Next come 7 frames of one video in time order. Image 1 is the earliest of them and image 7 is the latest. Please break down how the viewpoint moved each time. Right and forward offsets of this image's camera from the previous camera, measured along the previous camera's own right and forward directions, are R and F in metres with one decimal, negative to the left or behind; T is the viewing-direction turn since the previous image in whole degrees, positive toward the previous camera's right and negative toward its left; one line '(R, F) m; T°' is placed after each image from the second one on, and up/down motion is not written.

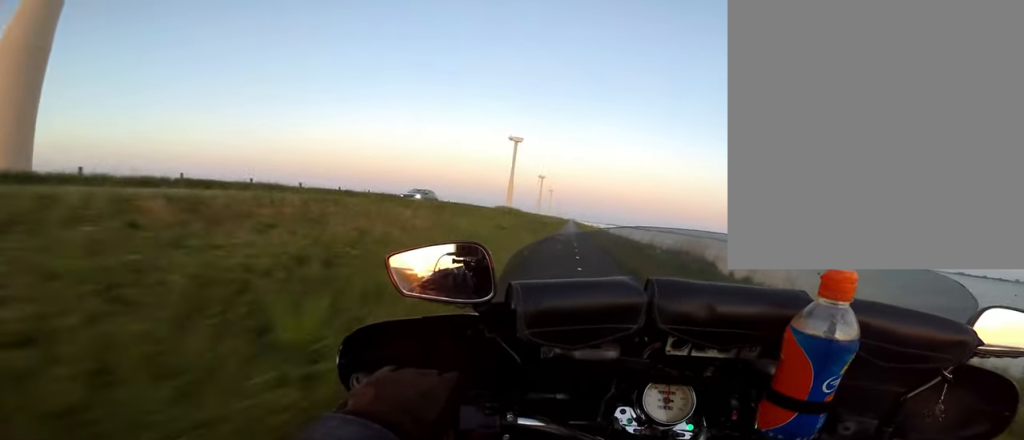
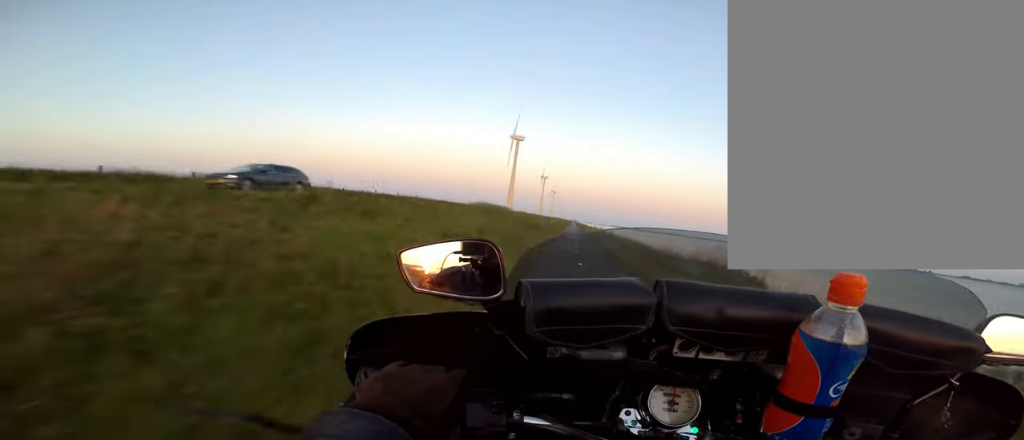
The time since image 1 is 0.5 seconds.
(-0.1, +7.2) m; 0°
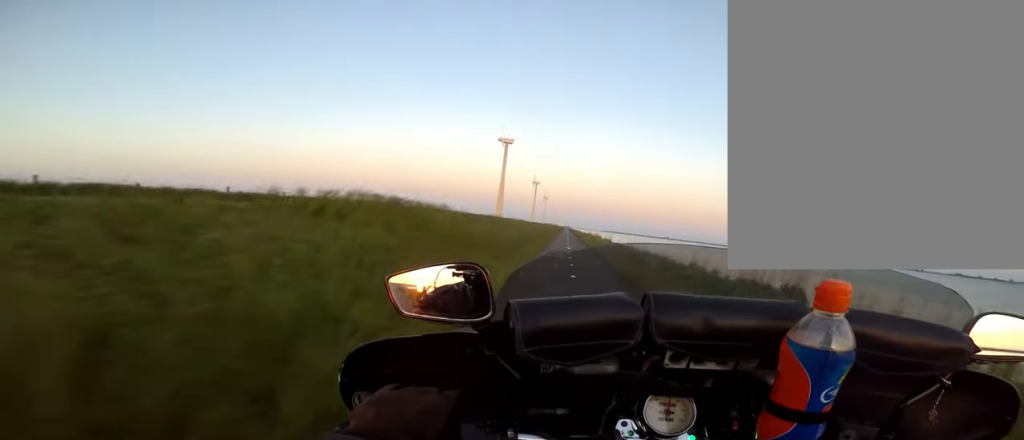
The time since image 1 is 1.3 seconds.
(+0.3, +13.2) m; -1°
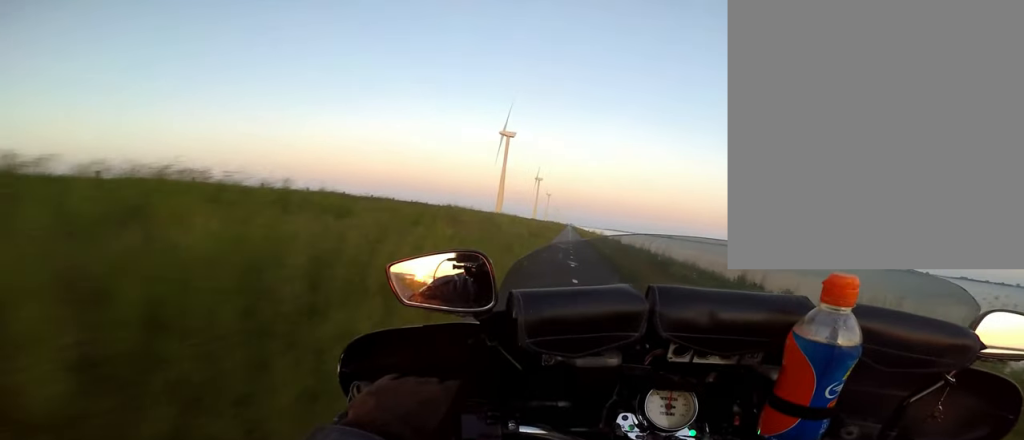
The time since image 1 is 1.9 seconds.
(-0.4, +10.1) m; -1°
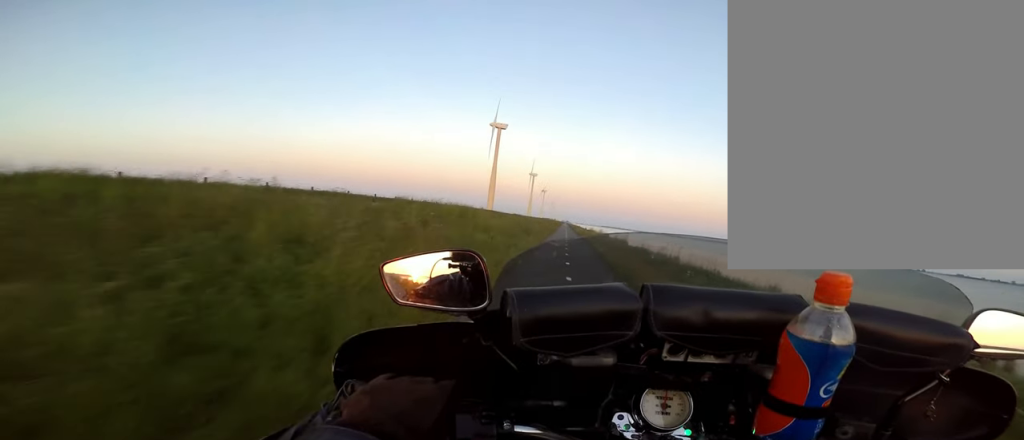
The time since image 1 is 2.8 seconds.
(-0.1, +14.8) m; 0°
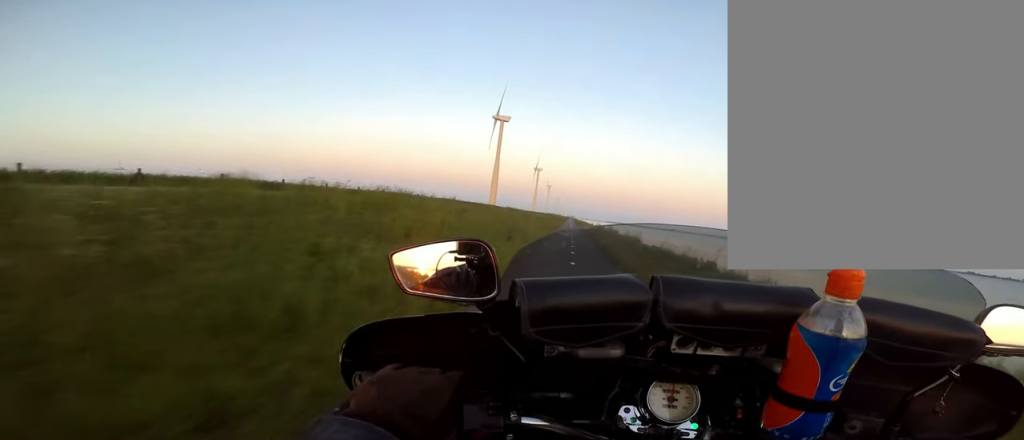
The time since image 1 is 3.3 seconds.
(0.0, +7.4) m; +1°
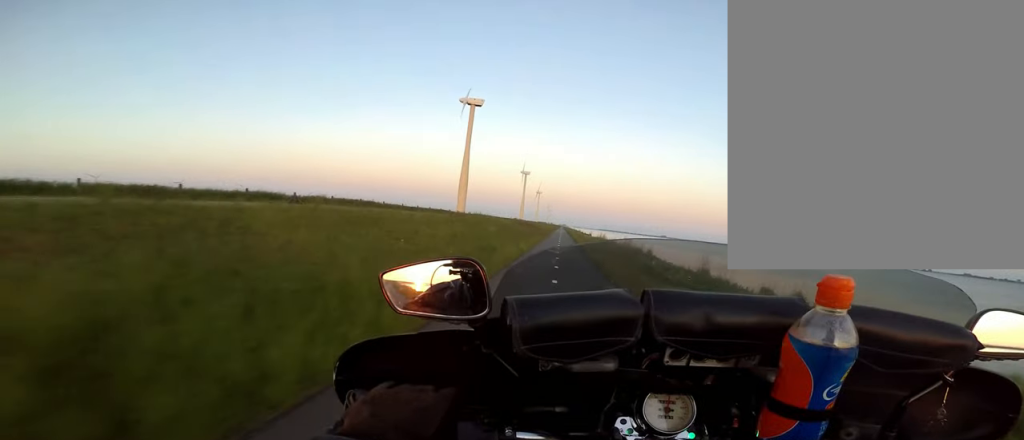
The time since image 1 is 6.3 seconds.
(-2.4, +50.9) m; 0°
